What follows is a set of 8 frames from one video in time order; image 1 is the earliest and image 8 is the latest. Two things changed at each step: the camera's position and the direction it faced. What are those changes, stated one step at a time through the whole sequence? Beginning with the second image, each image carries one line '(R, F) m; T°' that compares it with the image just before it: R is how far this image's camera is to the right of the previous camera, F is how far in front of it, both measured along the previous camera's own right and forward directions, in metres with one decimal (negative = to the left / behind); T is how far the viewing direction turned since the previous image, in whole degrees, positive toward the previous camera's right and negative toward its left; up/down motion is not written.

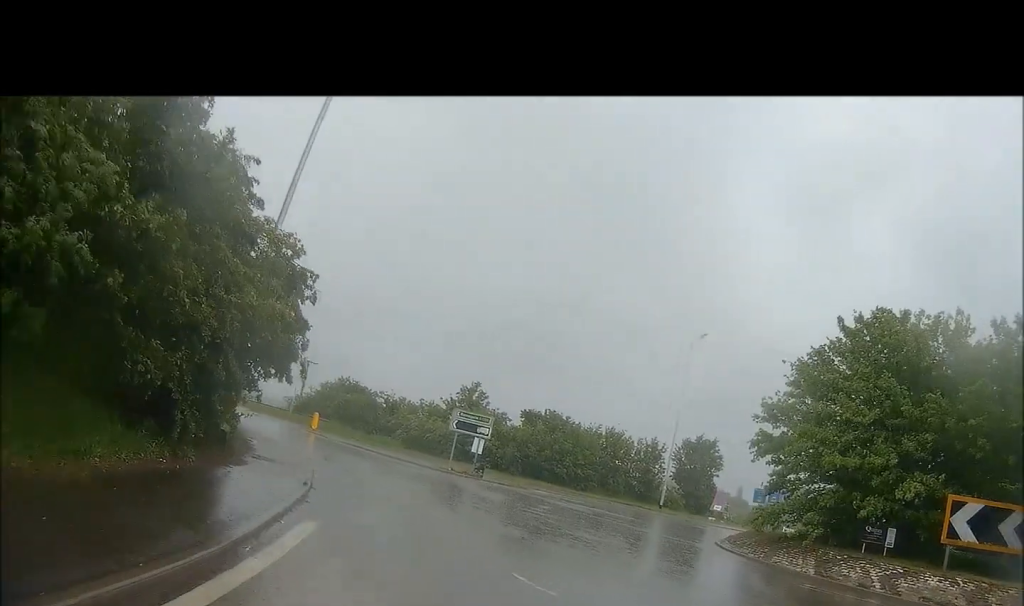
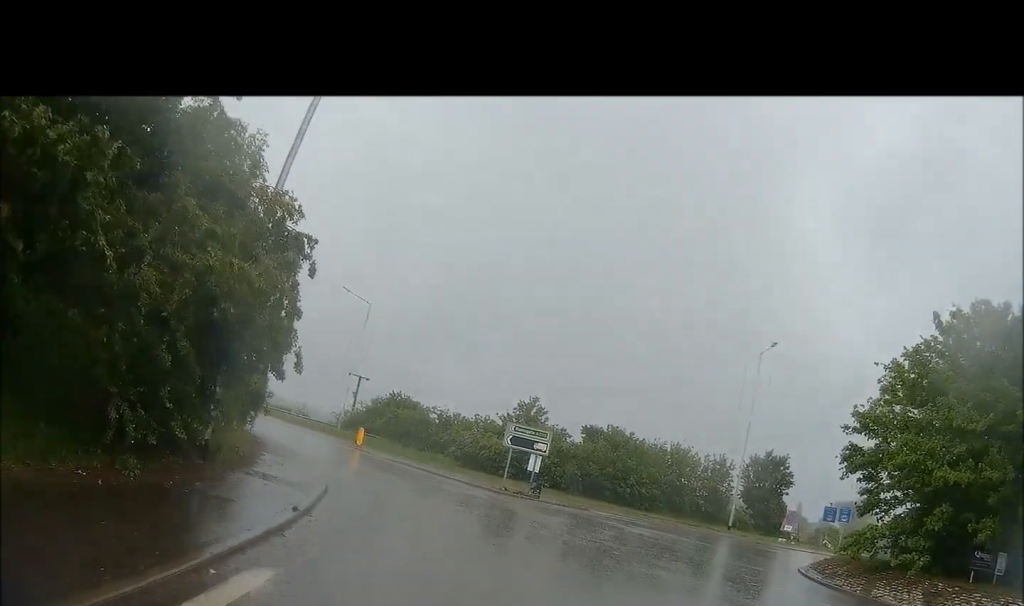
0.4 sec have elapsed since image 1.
(-0.1, +2.2) m; -5°
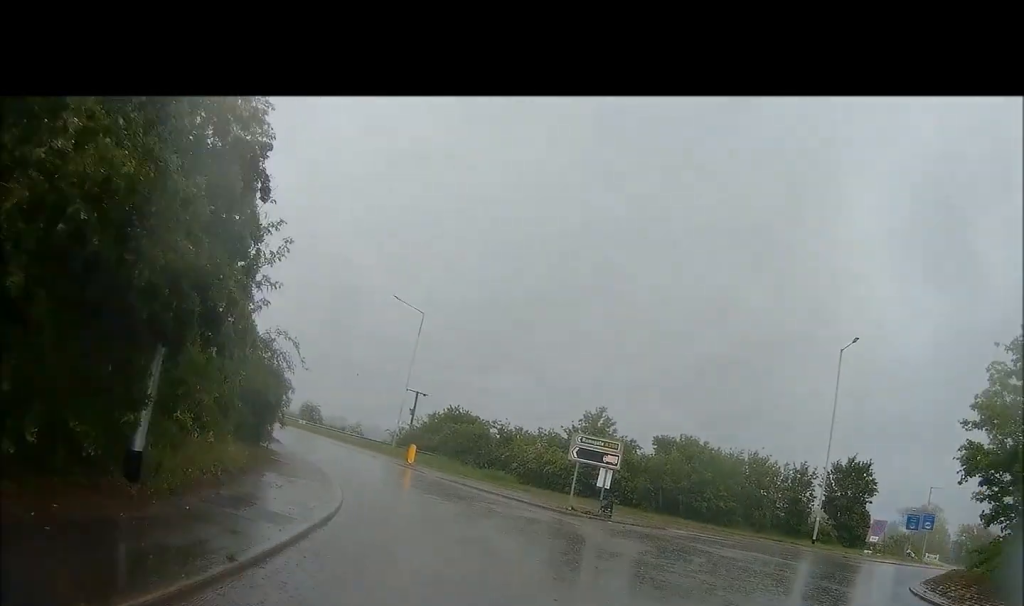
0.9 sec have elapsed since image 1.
(0.0, +2.6) m; -6°
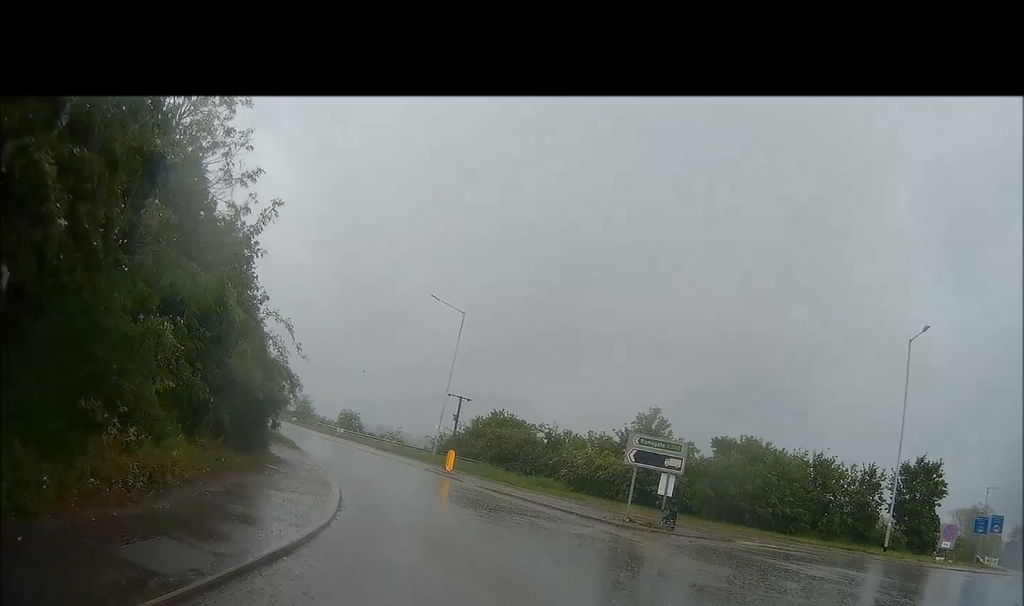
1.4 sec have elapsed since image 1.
(-0.3, +2.5) m; -5°
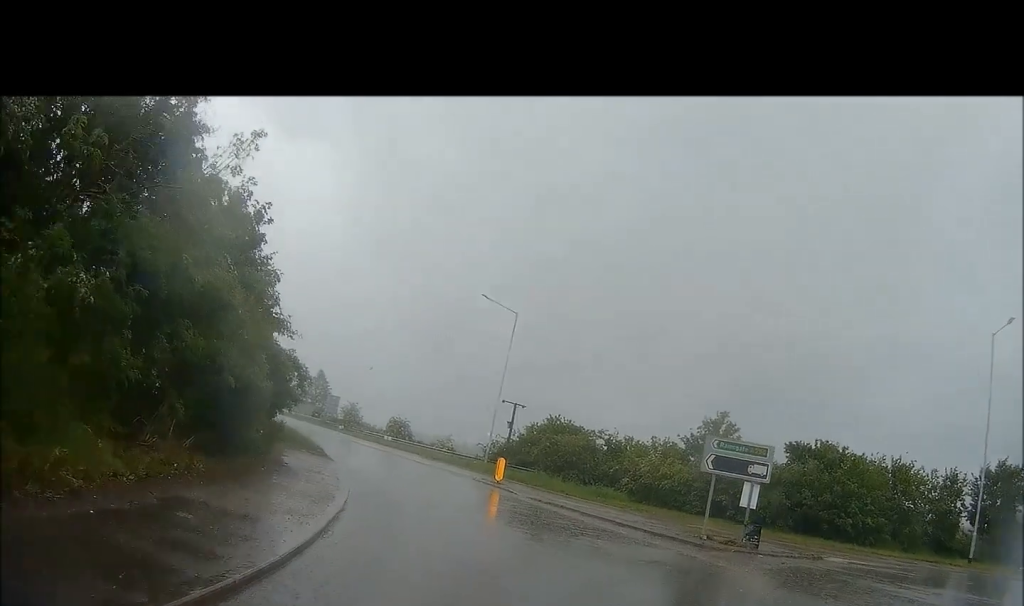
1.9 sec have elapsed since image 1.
(-0.1, +2.6) m; -5°
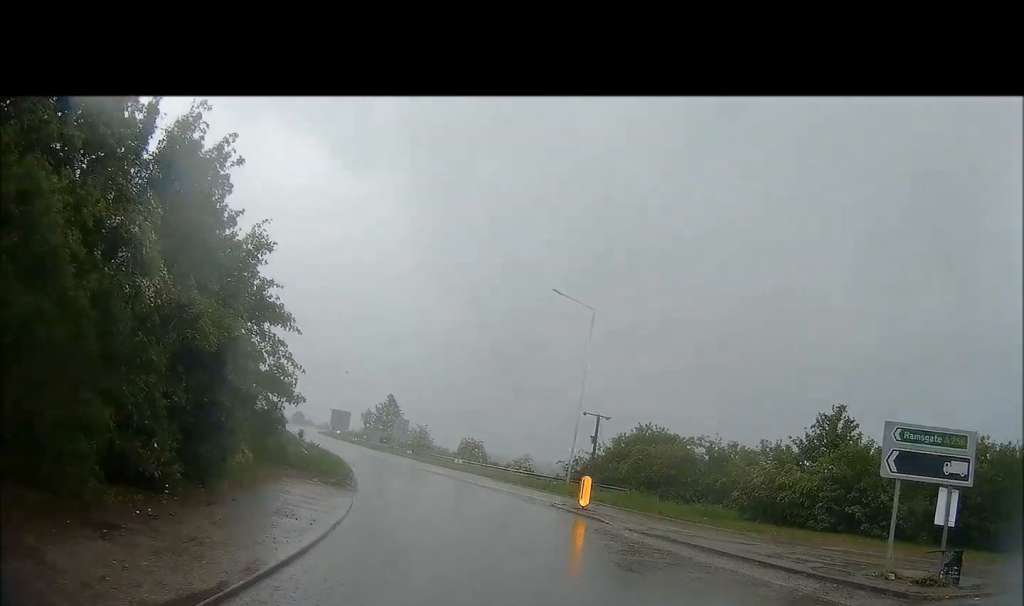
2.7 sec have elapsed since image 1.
(-0.2, +5.1) m; -7°
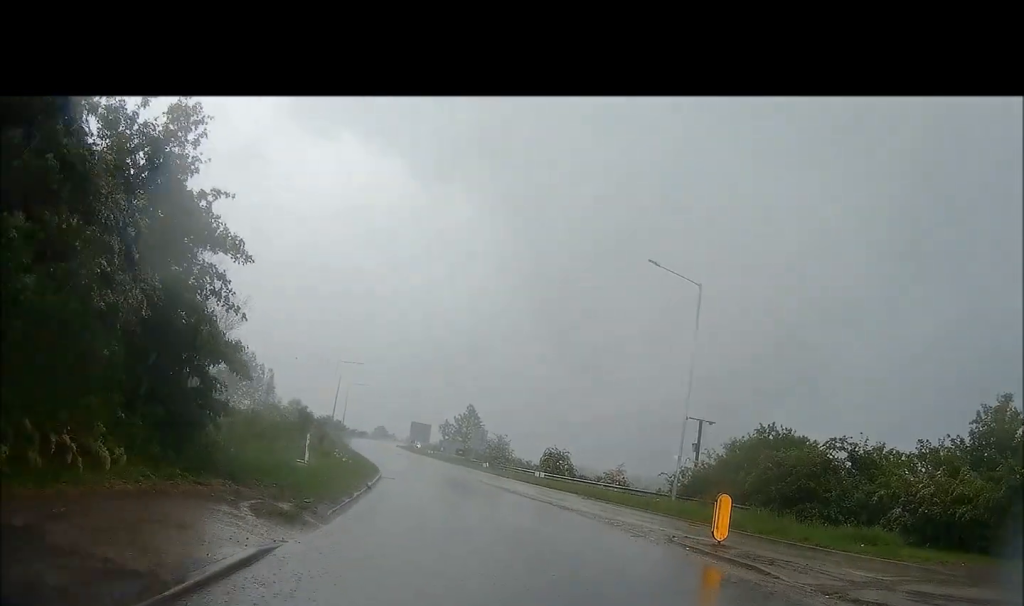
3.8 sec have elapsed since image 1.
(-0.6, +6.6) m; -7°
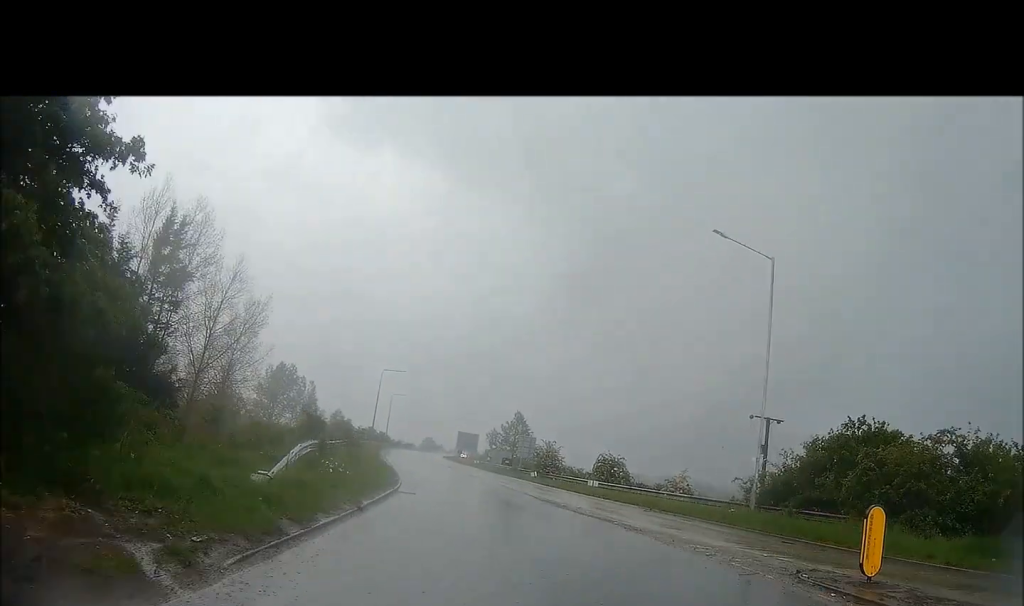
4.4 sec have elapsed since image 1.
(-0.2, +4.2) m; -3°
